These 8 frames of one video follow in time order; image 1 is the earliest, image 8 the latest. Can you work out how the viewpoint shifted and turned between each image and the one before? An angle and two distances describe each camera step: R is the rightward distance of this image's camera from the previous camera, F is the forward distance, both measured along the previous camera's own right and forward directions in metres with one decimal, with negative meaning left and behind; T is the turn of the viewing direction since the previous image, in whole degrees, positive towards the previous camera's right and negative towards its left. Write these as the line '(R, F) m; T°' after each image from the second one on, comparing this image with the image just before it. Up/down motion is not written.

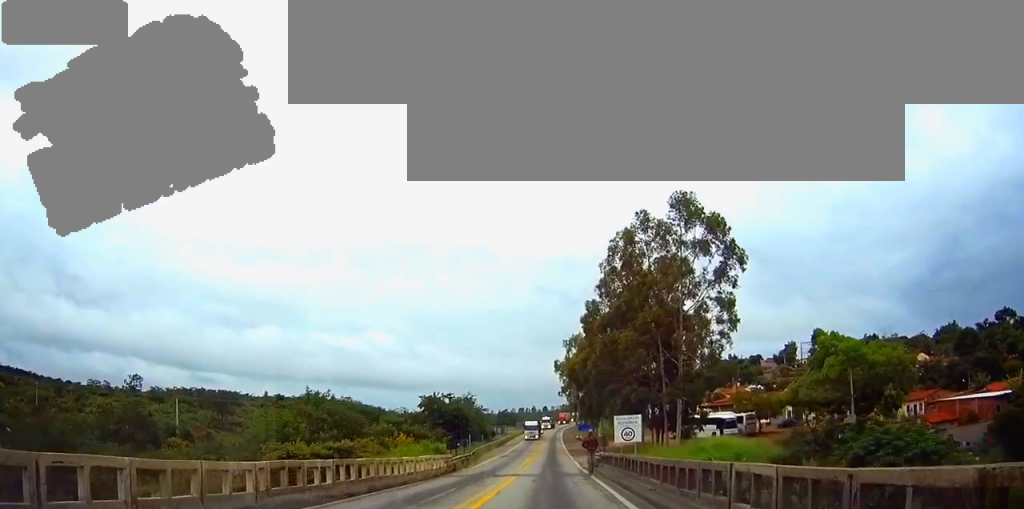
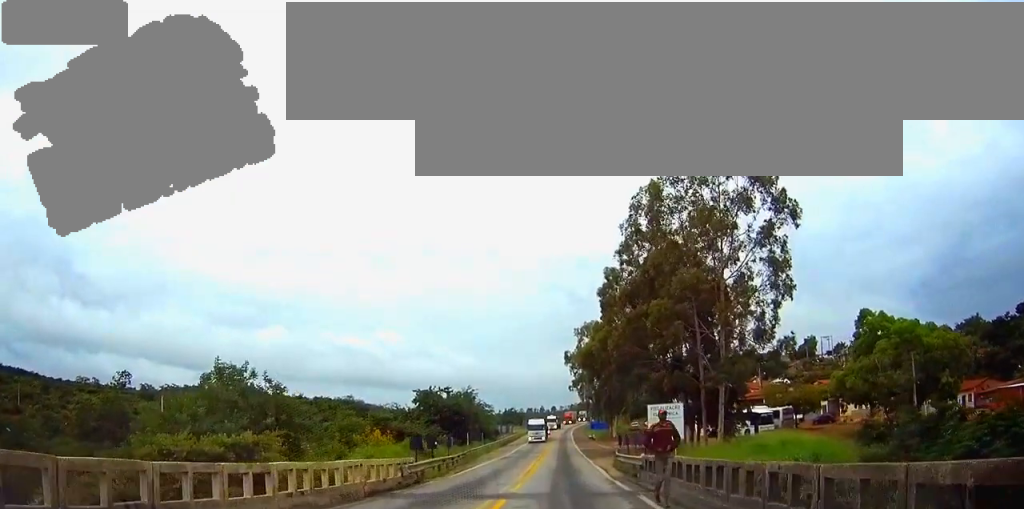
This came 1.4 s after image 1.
(0.0, +12.3) m; +1°
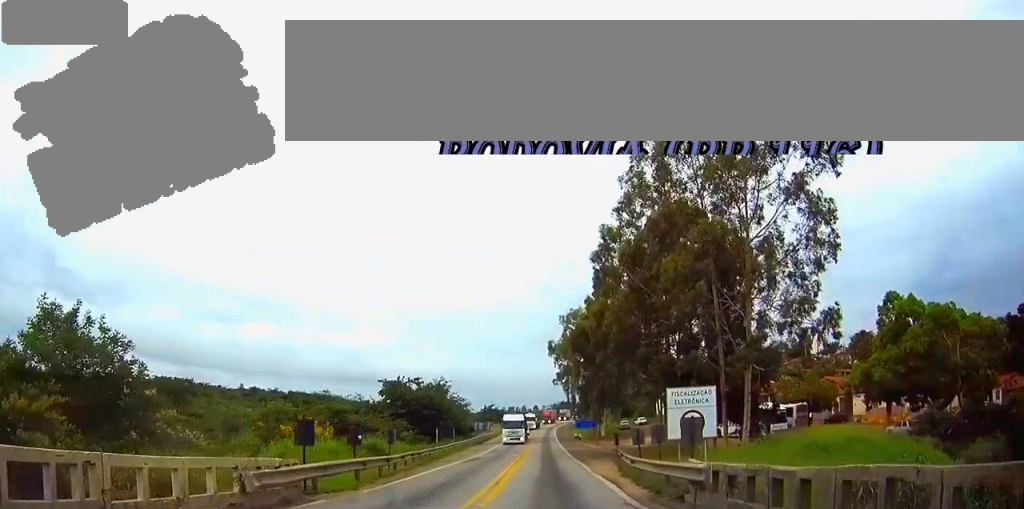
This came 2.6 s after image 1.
(+0.2, +10.4) m; +1°
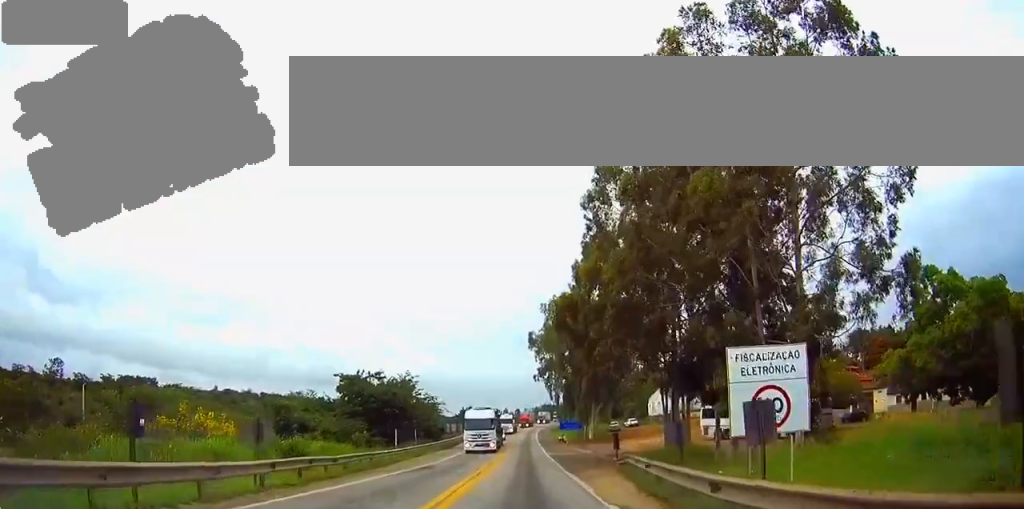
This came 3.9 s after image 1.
(+0.1, +11.4) m; 0°
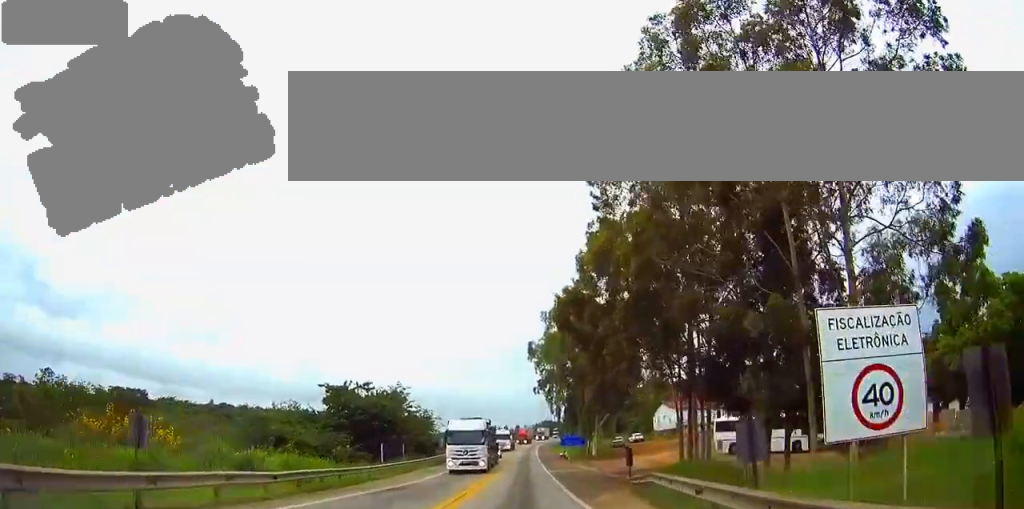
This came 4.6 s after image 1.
(+0.1, +5.4) m; 0°
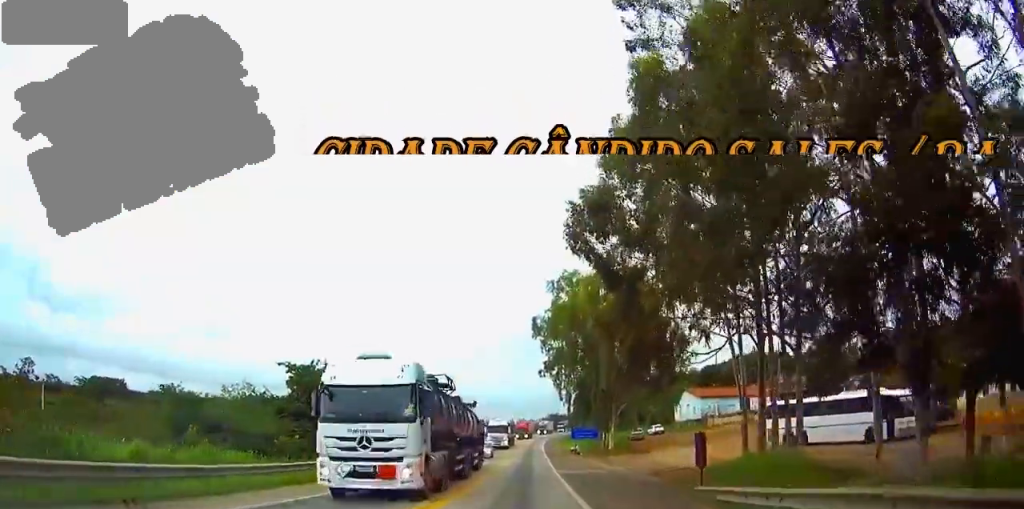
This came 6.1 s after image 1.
(0.0, +13.1) m; +1°
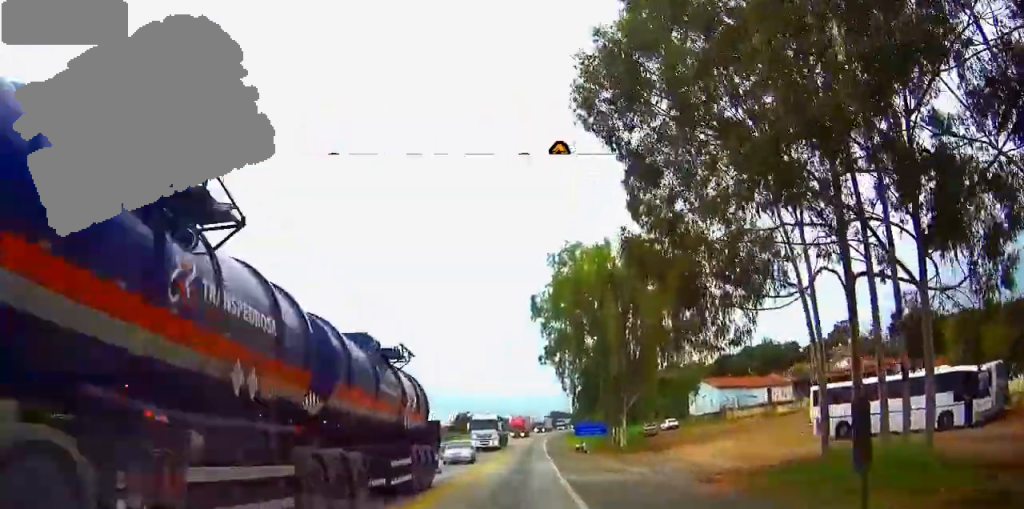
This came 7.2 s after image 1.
(+0.2, +9.4) m; +1°
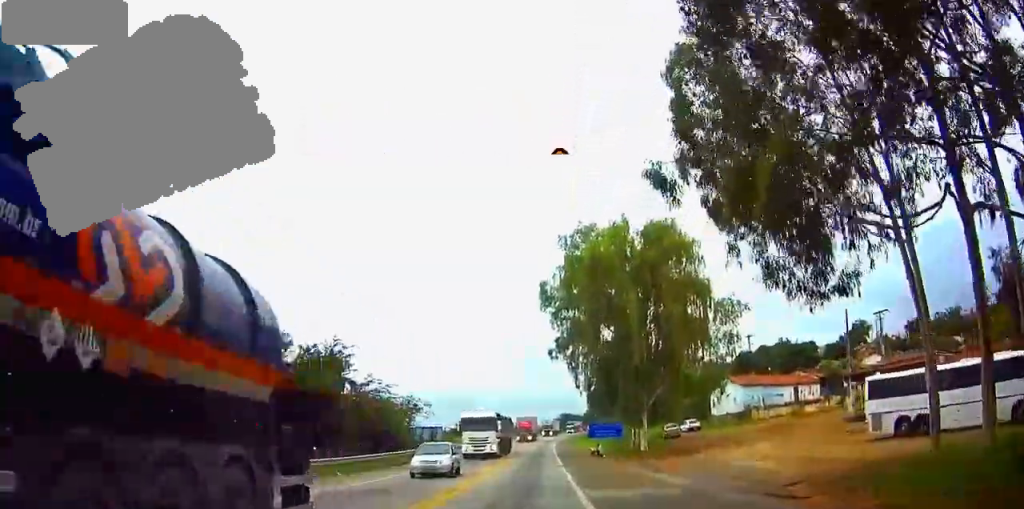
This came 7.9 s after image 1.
(0.0, +6.5) m; -1°
